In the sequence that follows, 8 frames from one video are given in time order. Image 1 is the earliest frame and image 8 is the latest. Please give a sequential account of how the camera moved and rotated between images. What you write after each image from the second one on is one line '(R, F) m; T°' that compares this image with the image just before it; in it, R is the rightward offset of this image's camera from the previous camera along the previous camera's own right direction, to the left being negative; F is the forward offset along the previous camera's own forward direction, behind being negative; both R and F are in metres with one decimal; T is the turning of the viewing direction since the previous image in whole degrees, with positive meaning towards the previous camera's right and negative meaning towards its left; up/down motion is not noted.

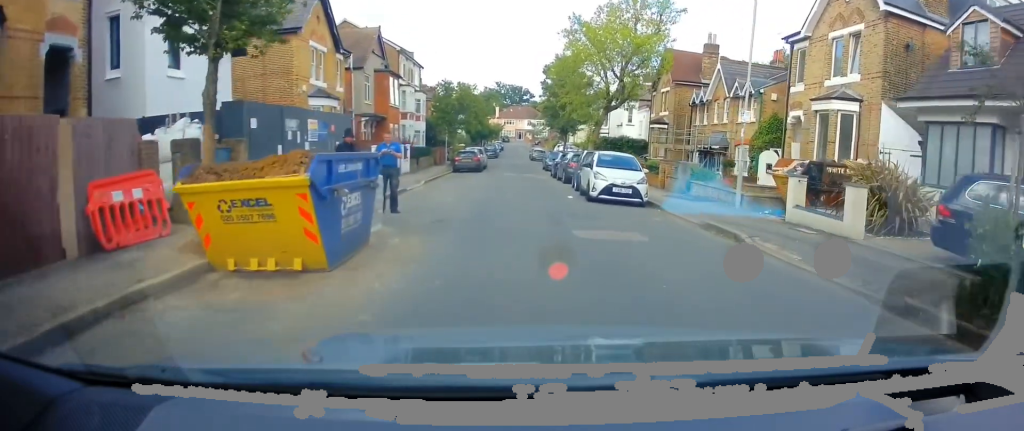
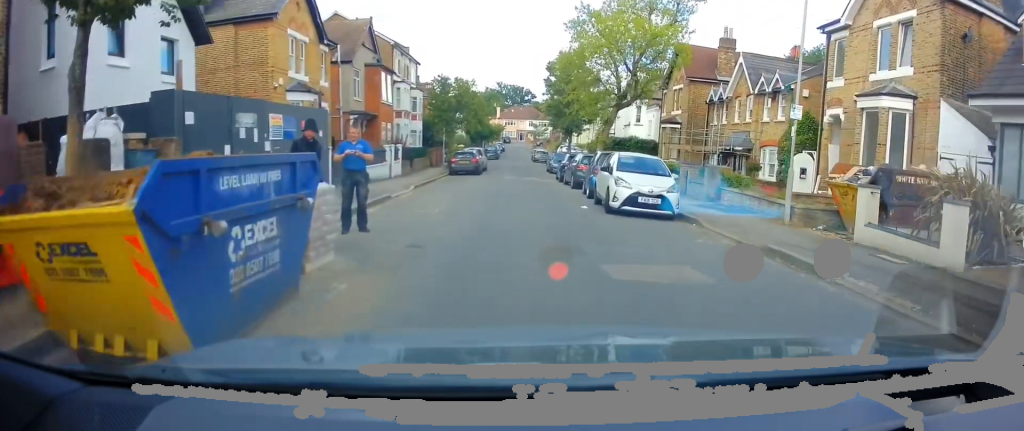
(+0.1, +2.9) m; 0°
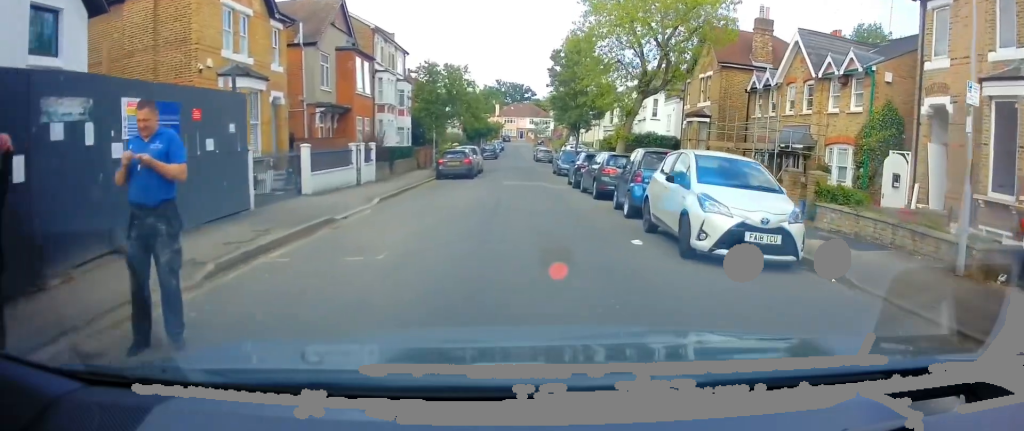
(-0.2, +6.0) m; 0°
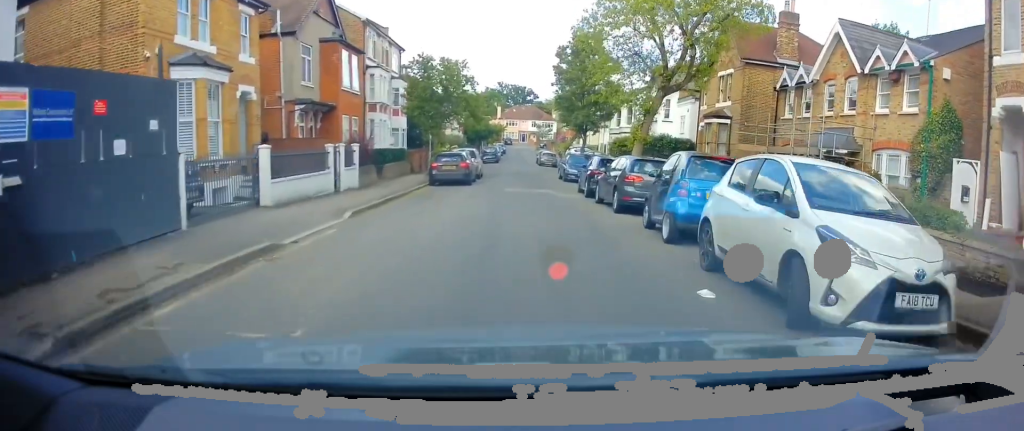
(+0.1, +3.0) m; +1°
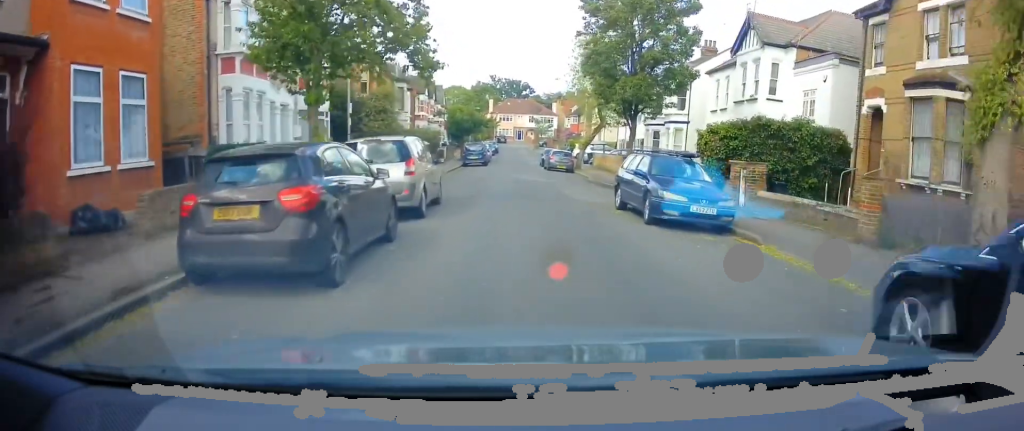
(0.0, +18.4) m; +2°
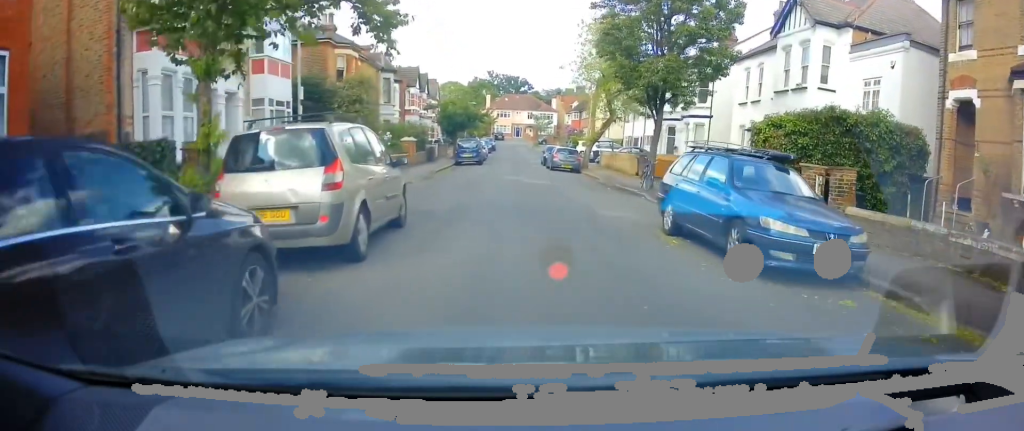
(+0.4, +4.6) m; 0°
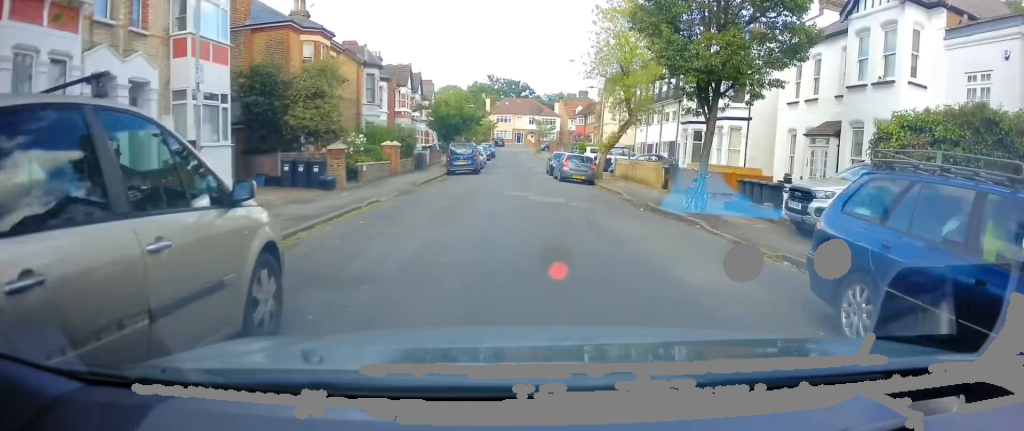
(-0.3, +5.6) m; 0°
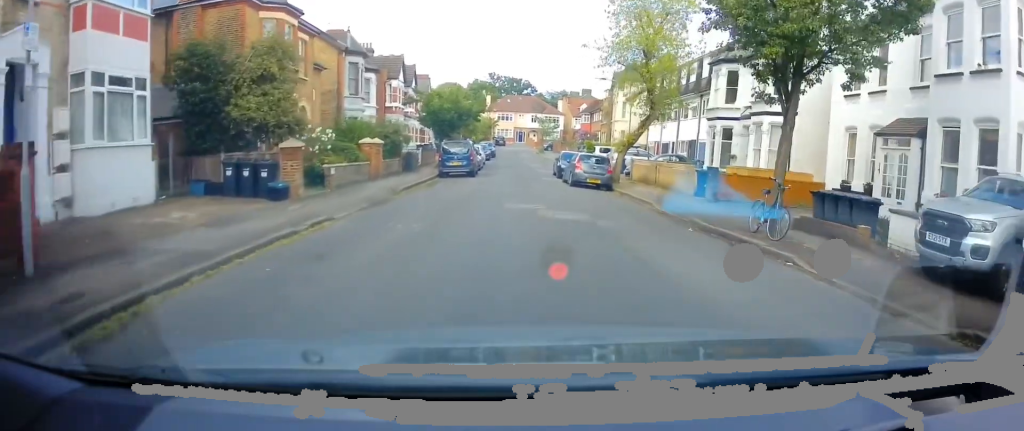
(0.0, +4.6) m; 0°
